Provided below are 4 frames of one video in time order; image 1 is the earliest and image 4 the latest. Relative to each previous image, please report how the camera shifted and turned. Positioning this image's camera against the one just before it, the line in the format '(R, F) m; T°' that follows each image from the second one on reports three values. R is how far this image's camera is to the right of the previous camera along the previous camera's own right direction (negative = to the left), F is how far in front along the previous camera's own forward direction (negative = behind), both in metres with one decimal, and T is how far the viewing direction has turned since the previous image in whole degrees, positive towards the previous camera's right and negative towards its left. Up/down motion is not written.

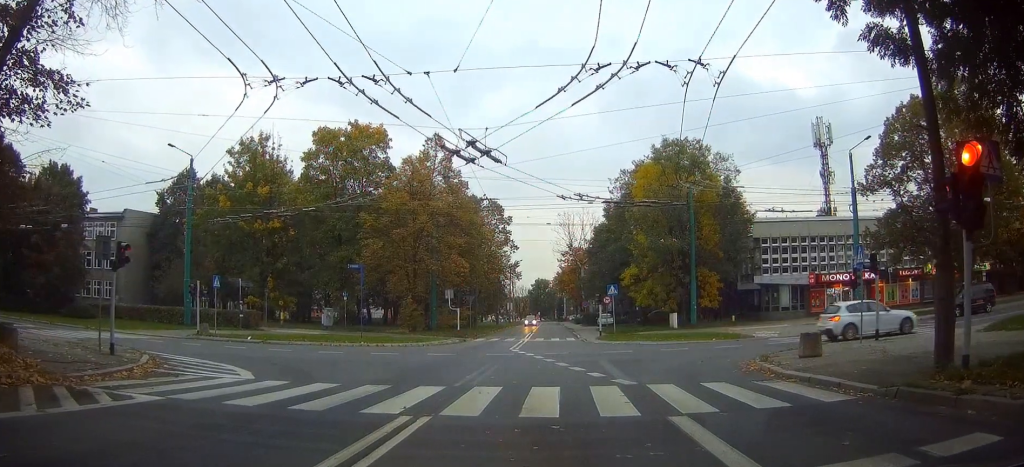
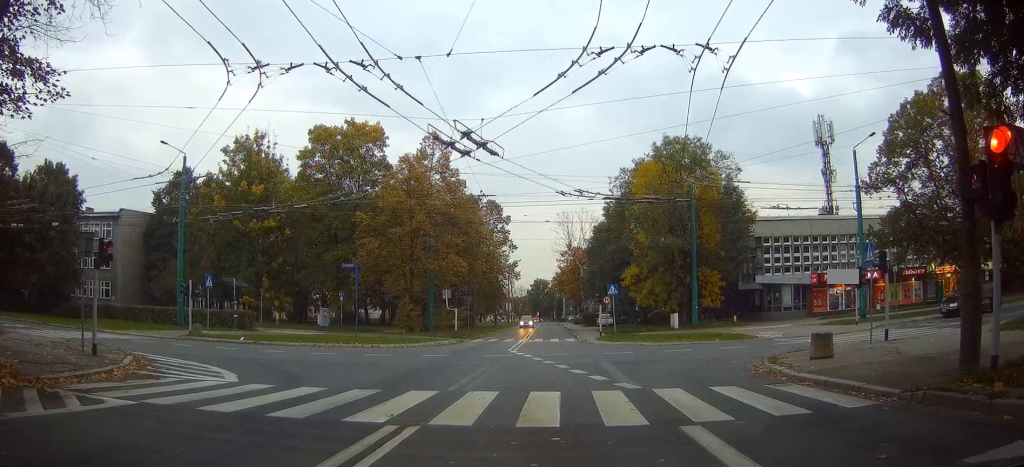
(+0.2, +0.7) m; 0°
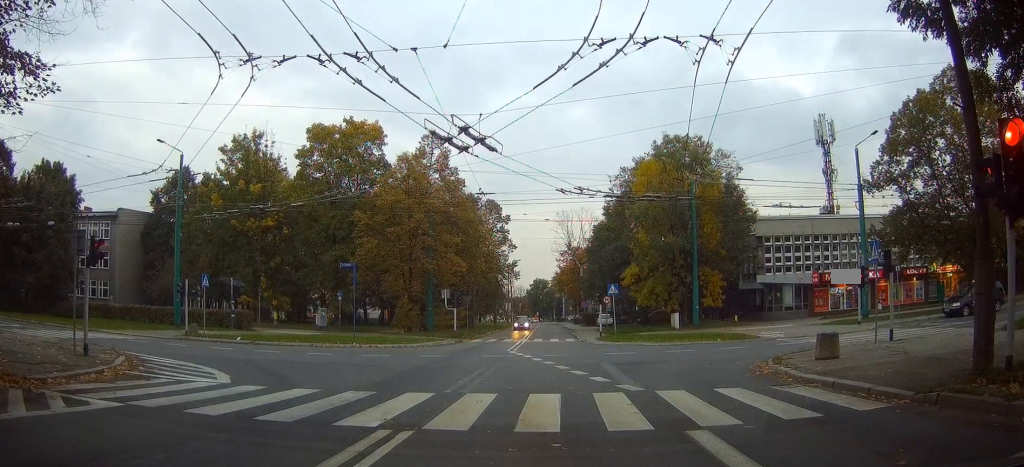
(0.0, +1.0) m; 0°
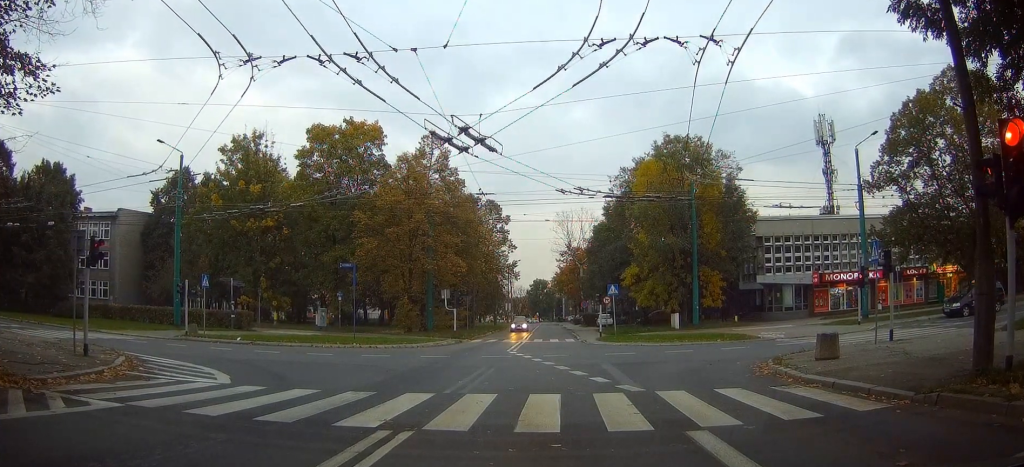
(-0.2, +0.4) m; 0°
